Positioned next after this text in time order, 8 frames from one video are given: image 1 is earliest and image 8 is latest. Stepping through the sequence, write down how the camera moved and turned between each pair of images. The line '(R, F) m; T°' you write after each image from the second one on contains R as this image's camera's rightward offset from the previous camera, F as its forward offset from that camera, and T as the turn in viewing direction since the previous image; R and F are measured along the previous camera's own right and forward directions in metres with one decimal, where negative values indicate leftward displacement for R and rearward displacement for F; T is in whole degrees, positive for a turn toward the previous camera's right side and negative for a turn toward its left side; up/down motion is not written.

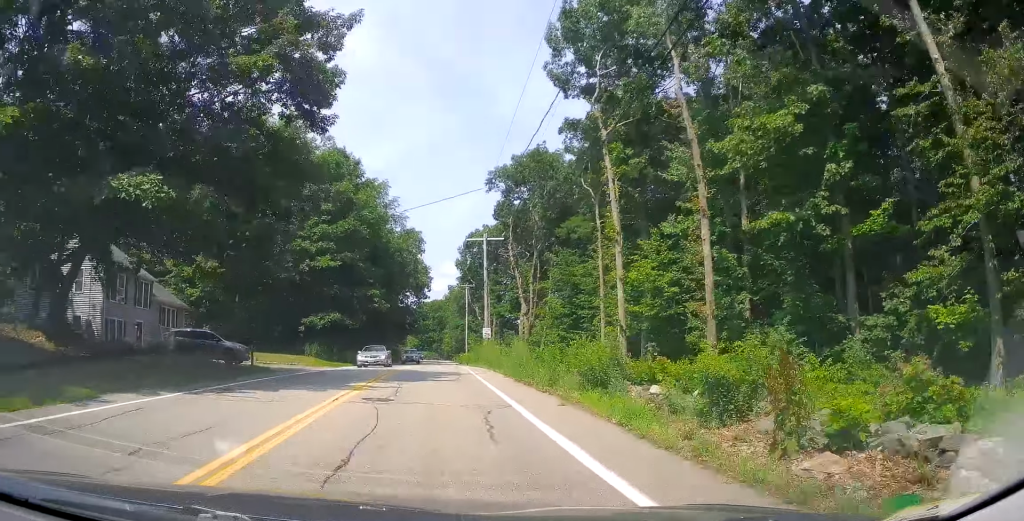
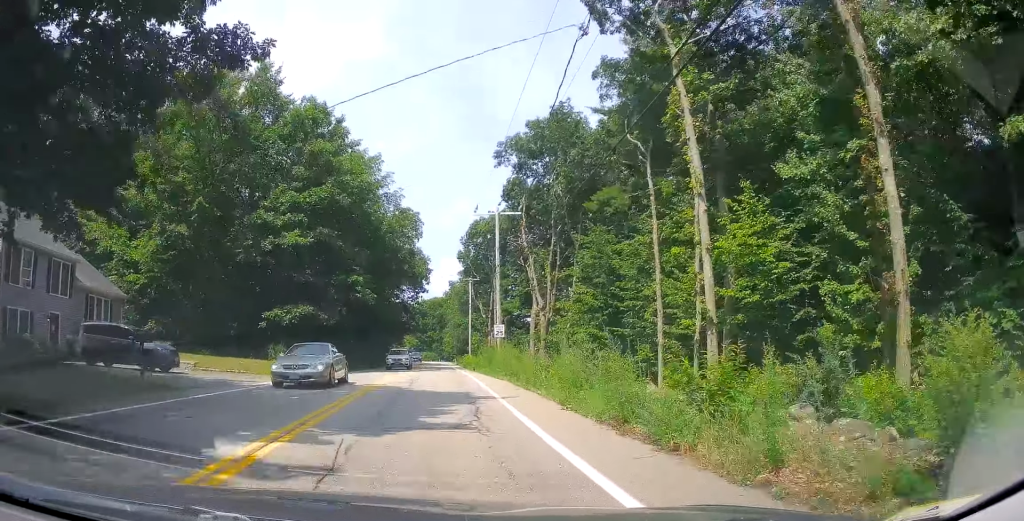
(+0.3, +9.7) m; 0°
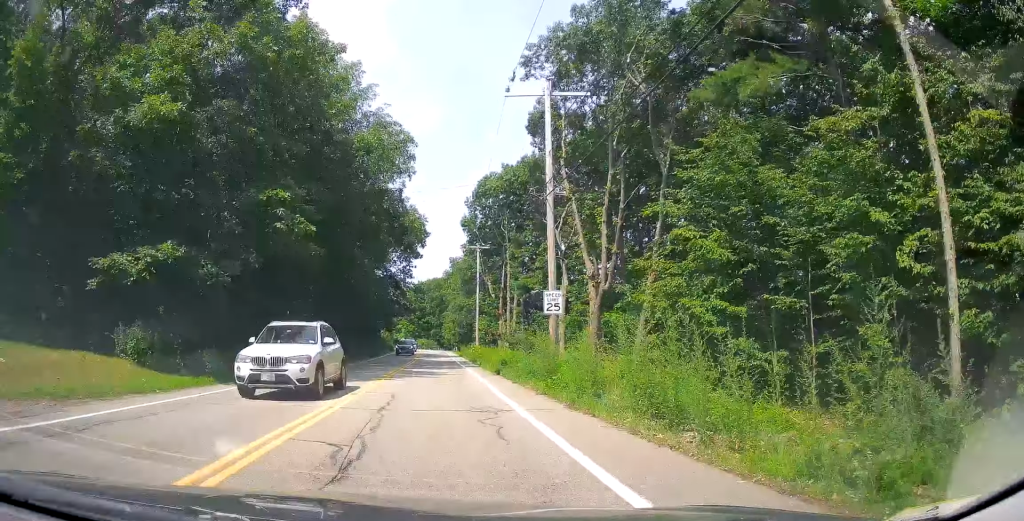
(-0.2, +17.6) m; -1°
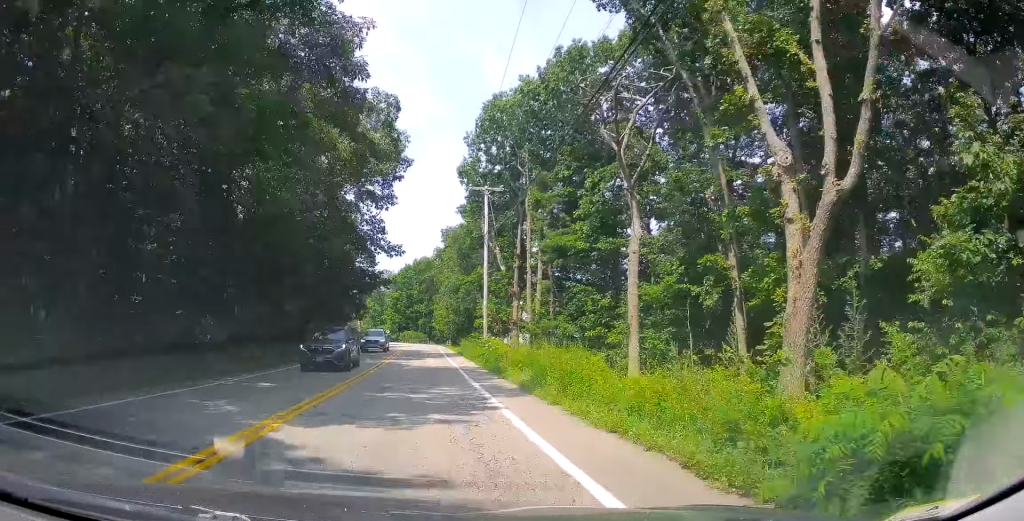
(-0.3, +22.1) m; -1°
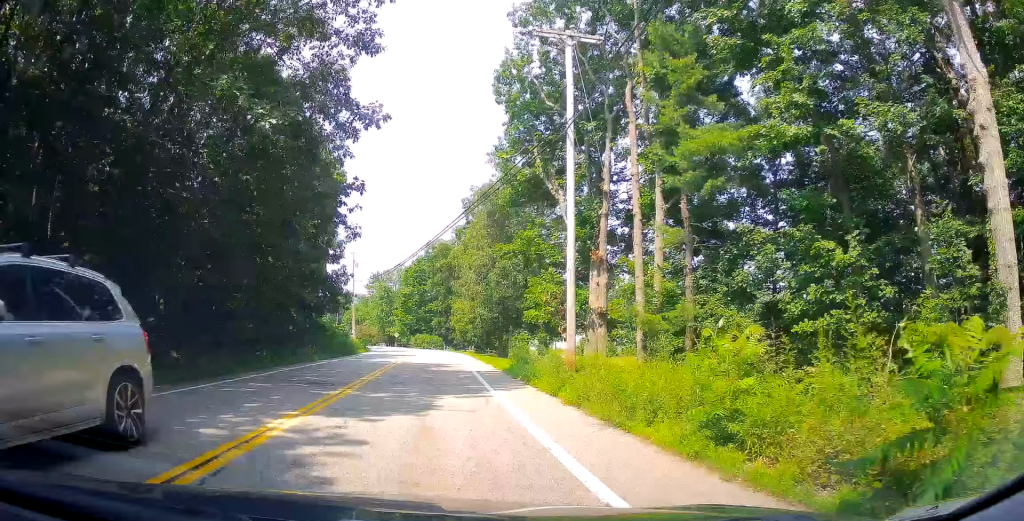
(+0.3, +23.0) m; +1°
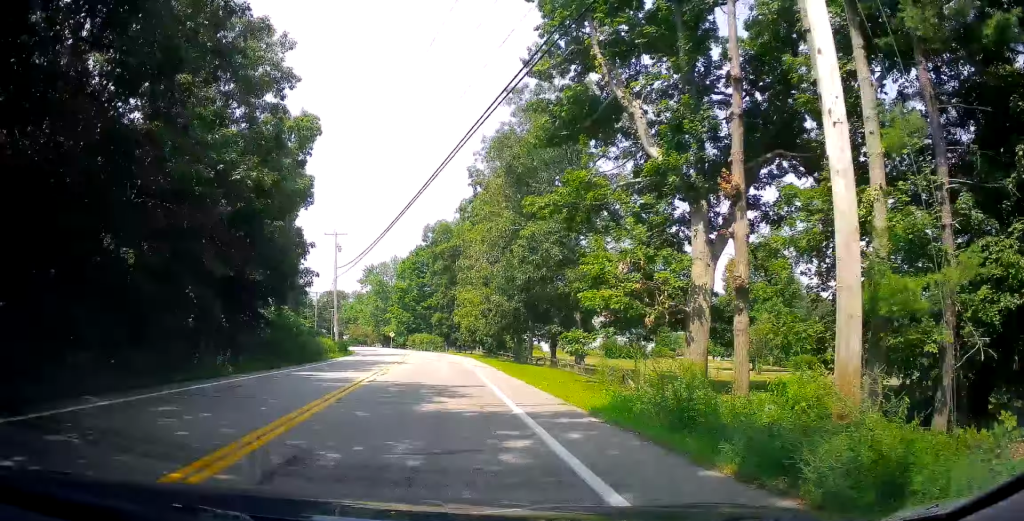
(+0.4, +13.4) m; -1°
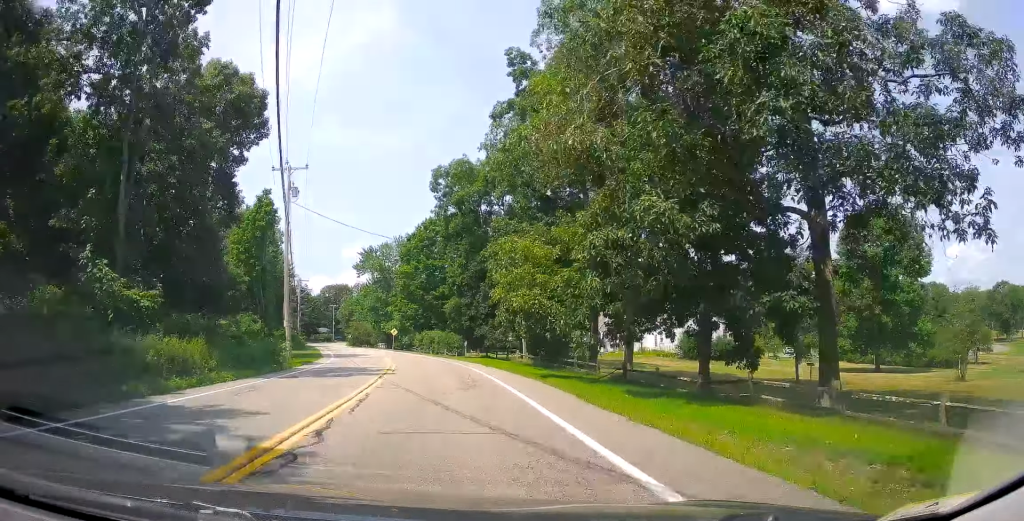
(-1.3, +23.7) m; -4°
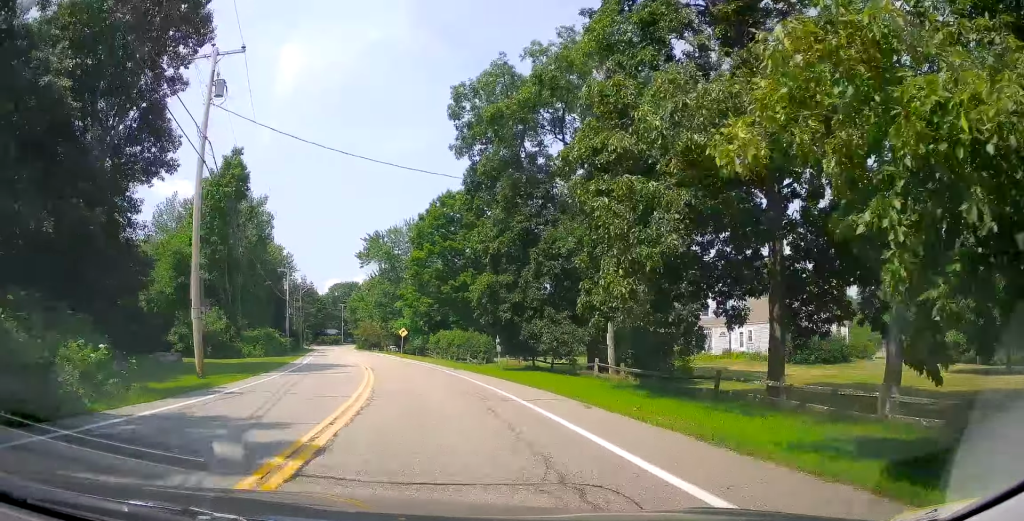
(-0.1, +16.4) m; -2°
